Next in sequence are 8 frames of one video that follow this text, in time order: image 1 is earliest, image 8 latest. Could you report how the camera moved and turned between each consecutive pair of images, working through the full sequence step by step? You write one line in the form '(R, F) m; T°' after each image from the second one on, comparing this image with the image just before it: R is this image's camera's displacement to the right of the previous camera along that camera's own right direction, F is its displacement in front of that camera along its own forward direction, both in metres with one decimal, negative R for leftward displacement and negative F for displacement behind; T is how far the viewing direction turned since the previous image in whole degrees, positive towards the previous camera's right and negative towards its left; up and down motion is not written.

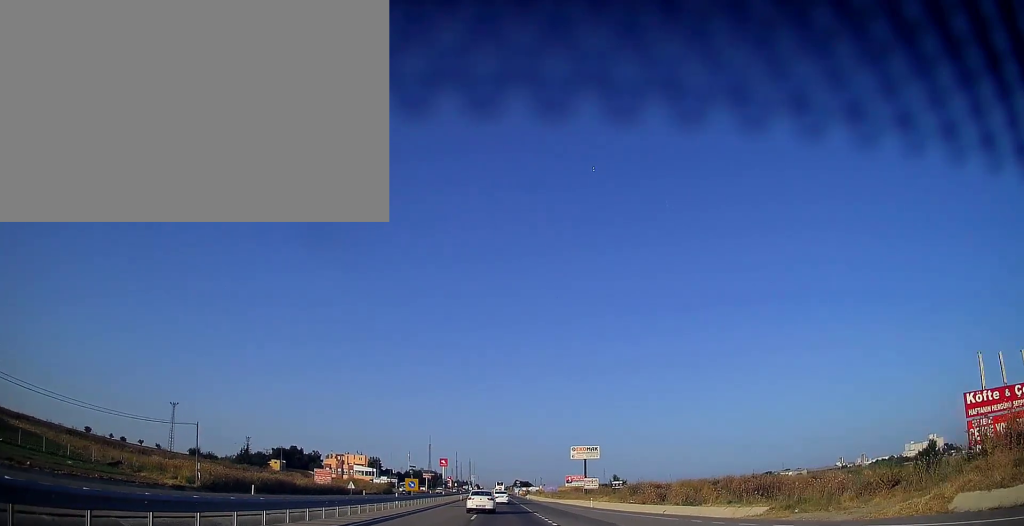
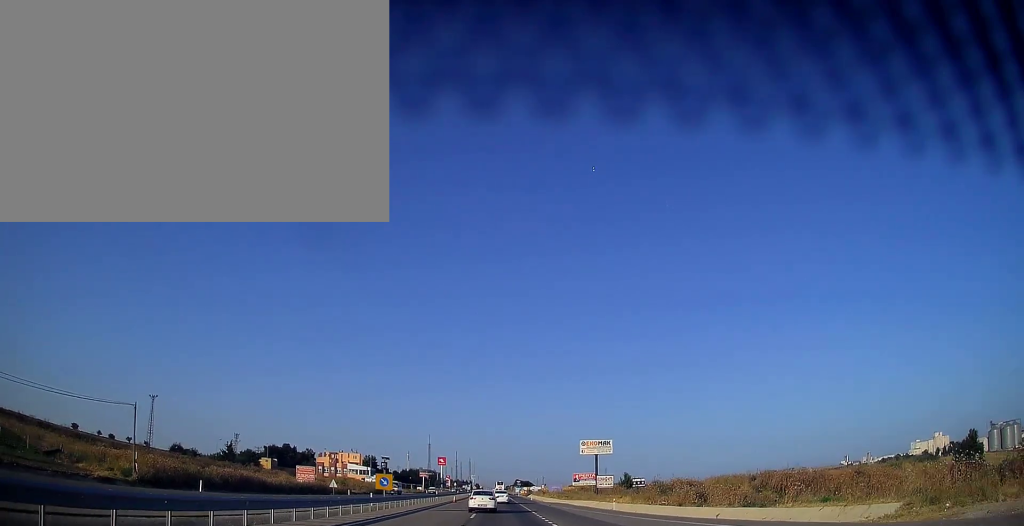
(0.0, +10.4) m; 0°
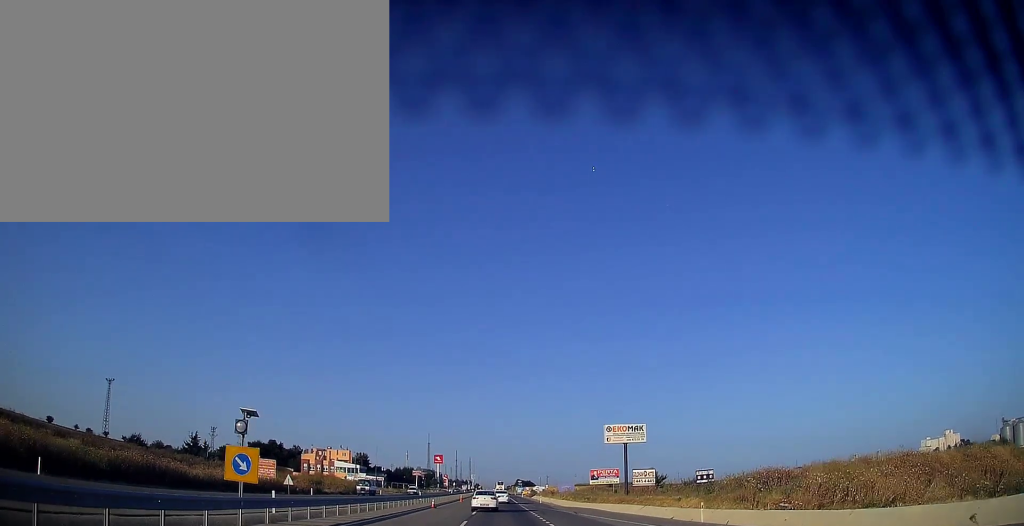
(-0.1, +20.9) m; 0°
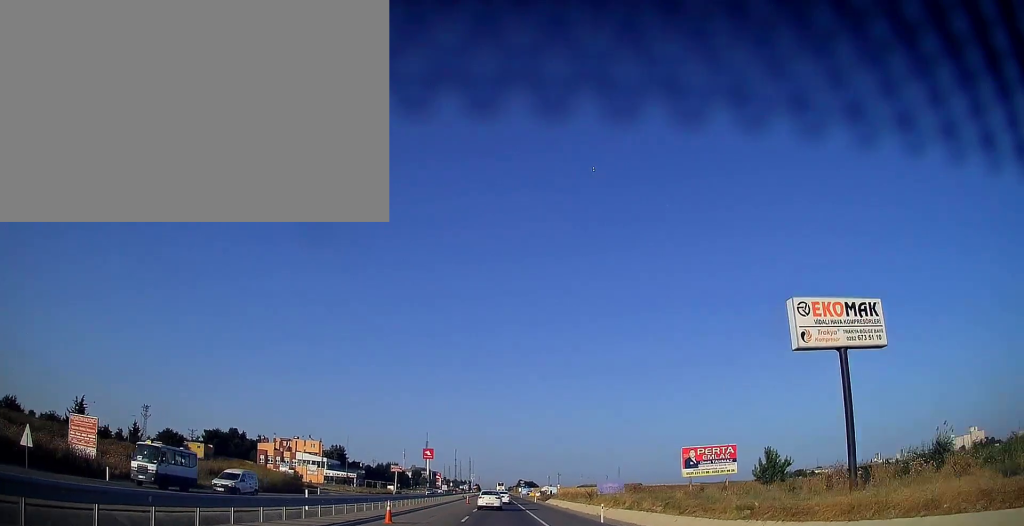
(+0.1, +44.1) m; 0°
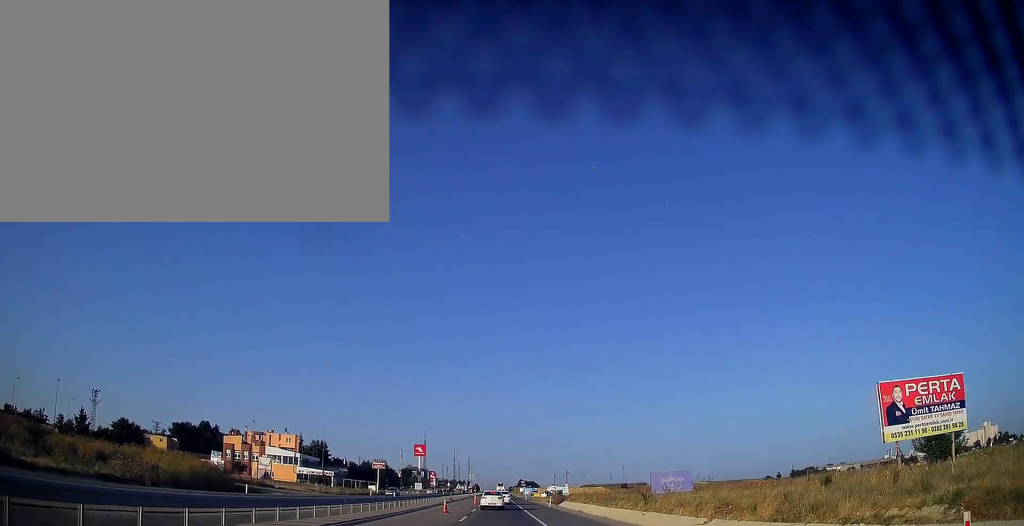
(-0.1, +23.4) m; 0°
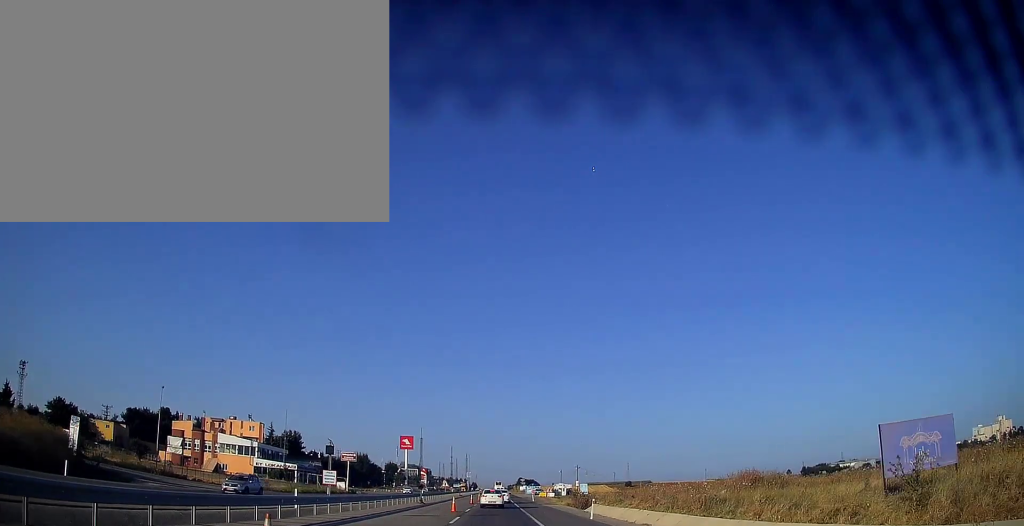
(0.0, +28.1) m; 0°
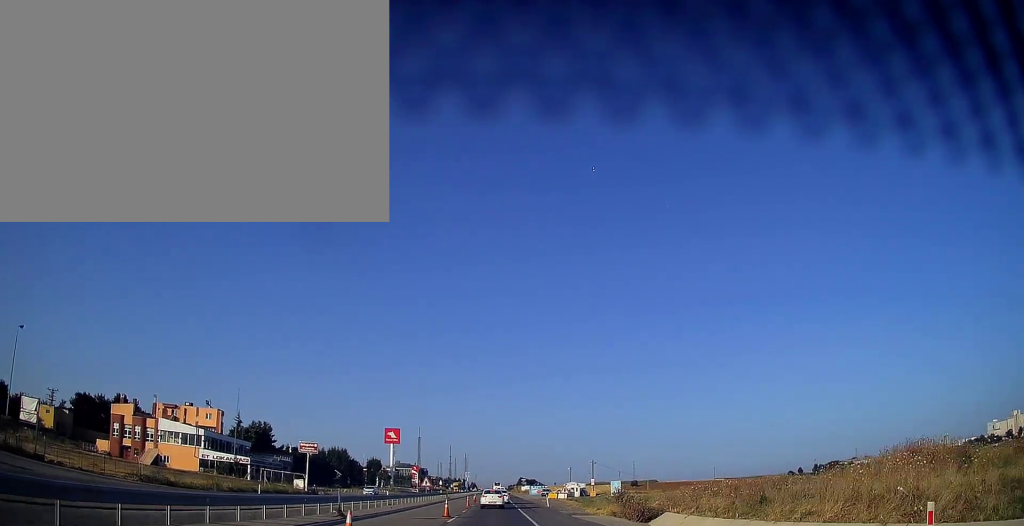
(+0.1, +24.3) m; 0°
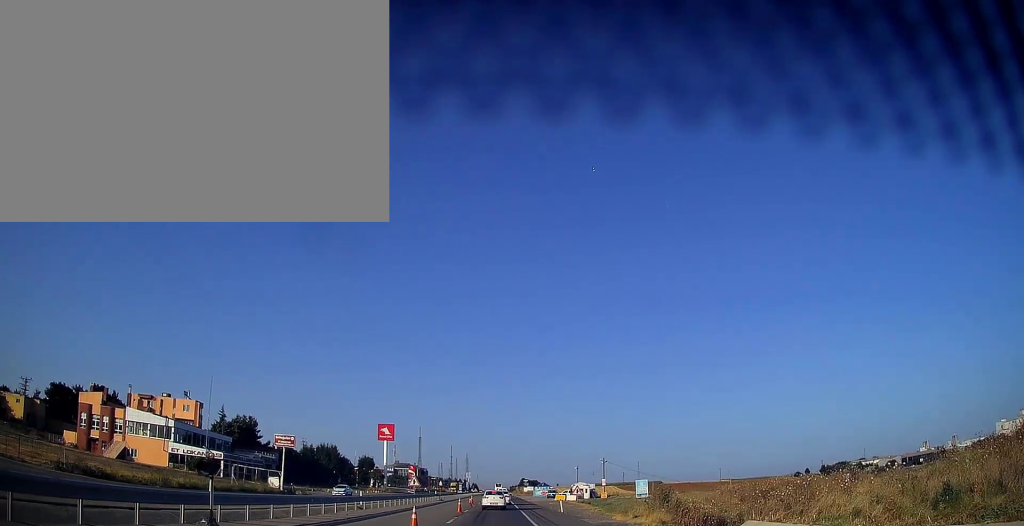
(+0.1, +12.0) m; 0°
